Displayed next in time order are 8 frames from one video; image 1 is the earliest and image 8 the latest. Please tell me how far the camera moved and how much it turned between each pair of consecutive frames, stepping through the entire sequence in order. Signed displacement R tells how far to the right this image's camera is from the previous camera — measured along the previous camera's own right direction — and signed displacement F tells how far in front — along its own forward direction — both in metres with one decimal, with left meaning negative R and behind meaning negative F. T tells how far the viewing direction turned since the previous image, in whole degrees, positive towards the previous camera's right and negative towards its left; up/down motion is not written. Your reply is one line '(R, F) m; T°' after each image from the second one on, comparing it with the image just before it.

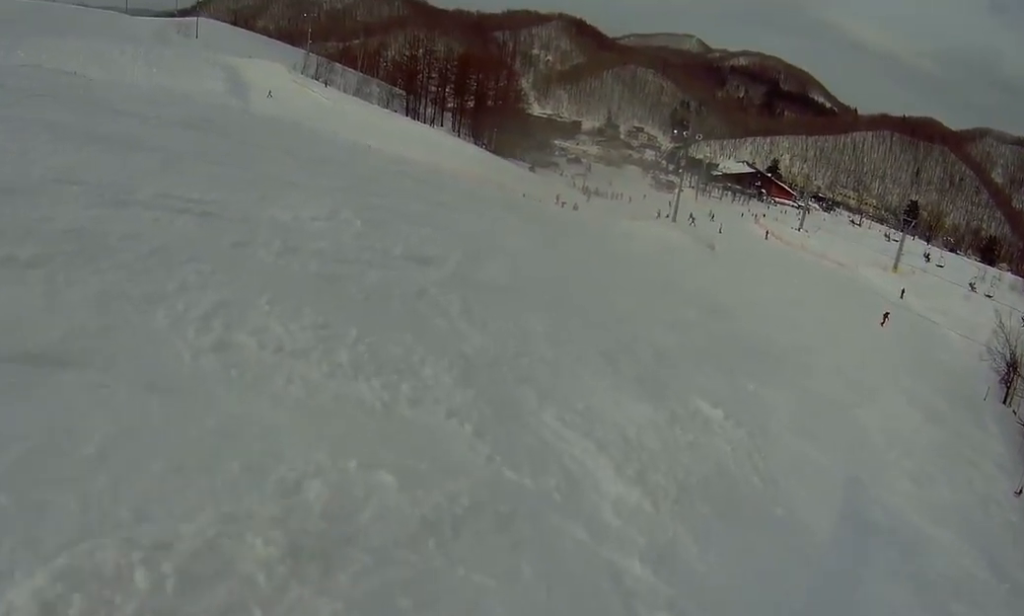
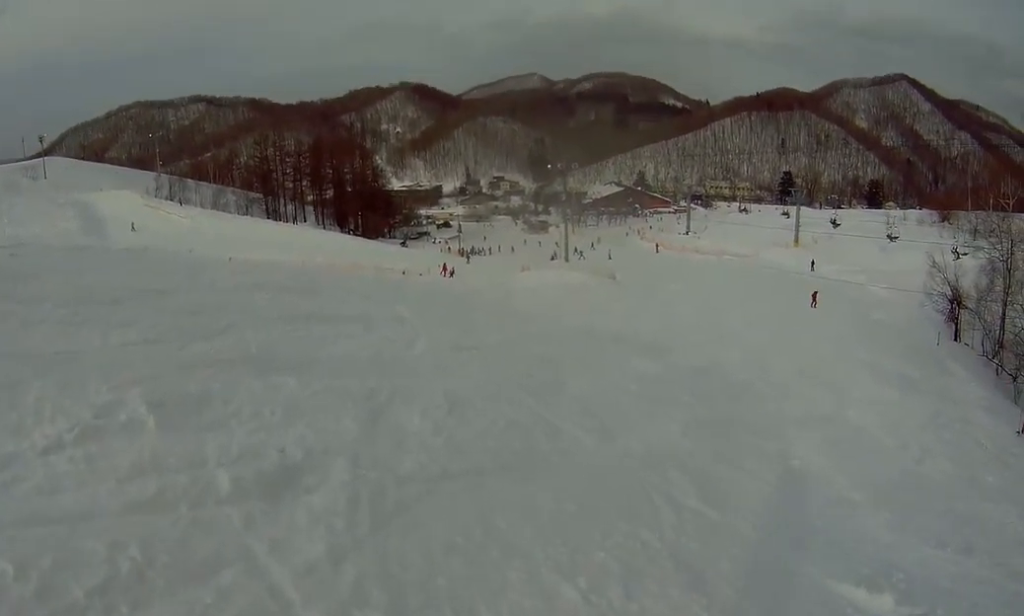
(0.0, +3.9) m; +5°
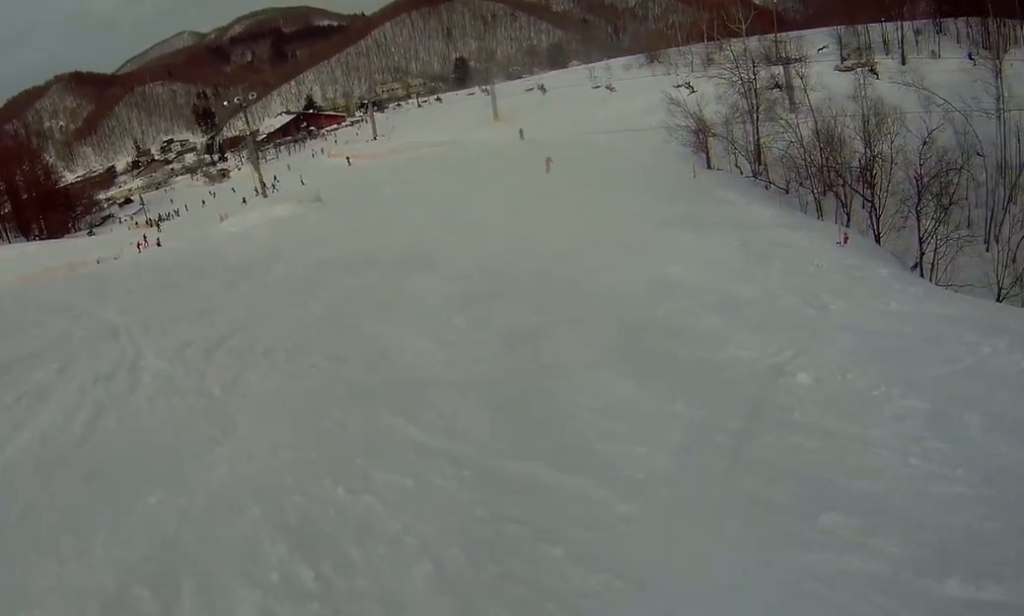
(+0.3, +3.9) m; +12°
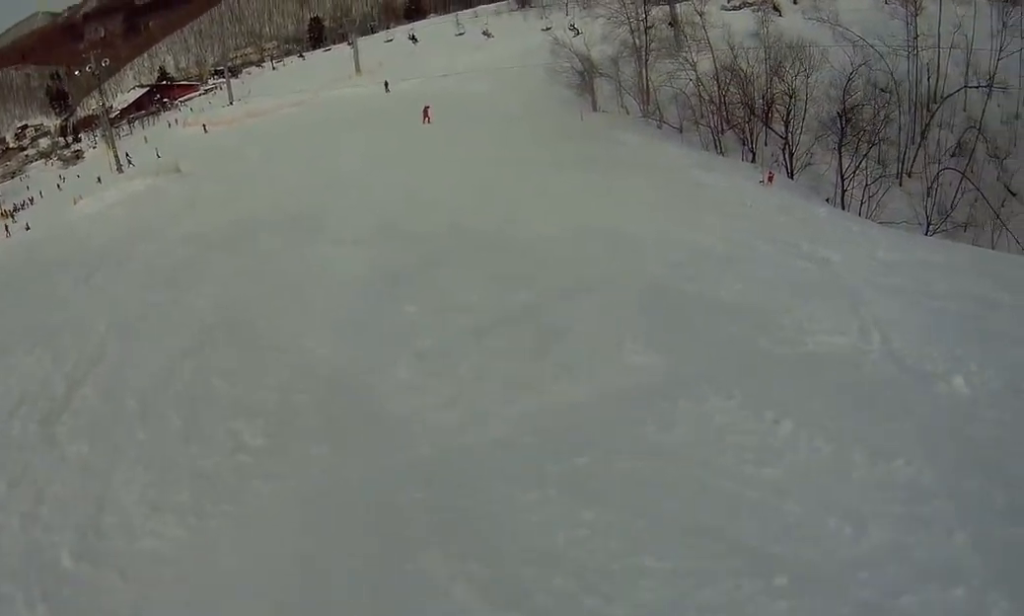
(+0.1, +2.3) m; +9°
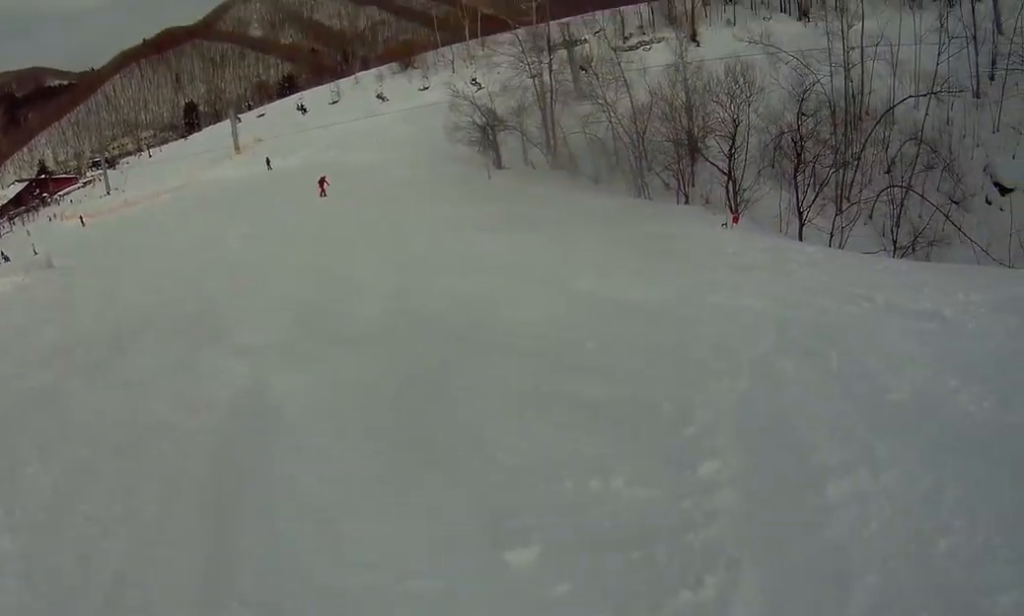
(+0.4, +3.1) m; +11°
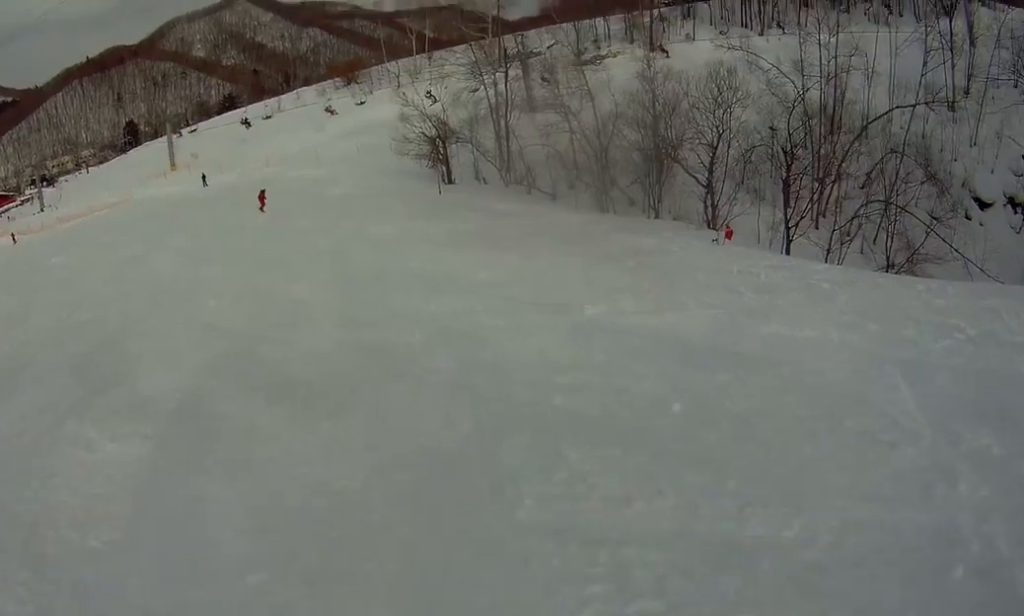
(+0.2, +1.9) m; +7°
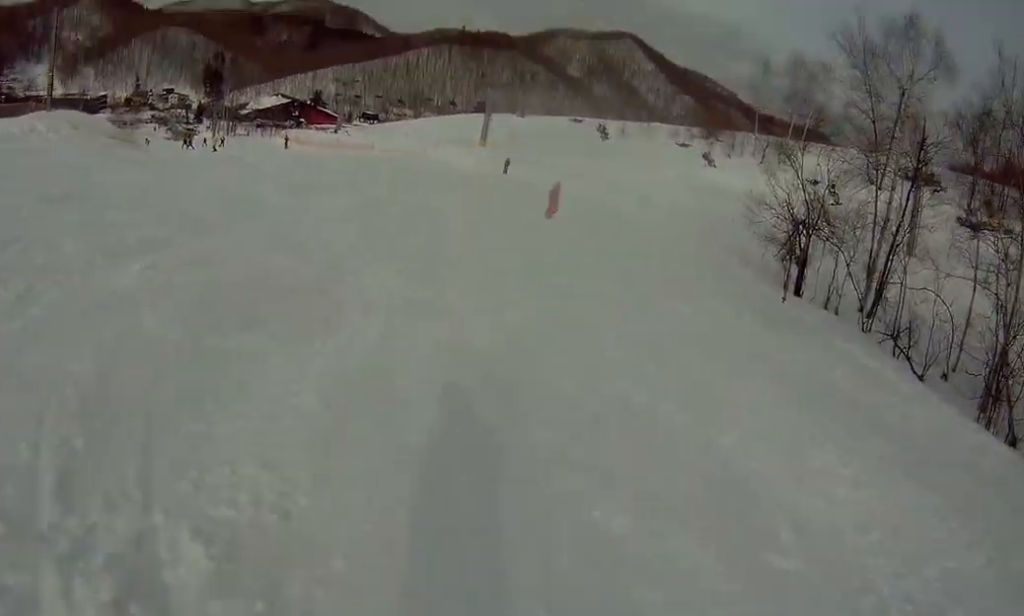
(-0.9, +6.3) m; -23°
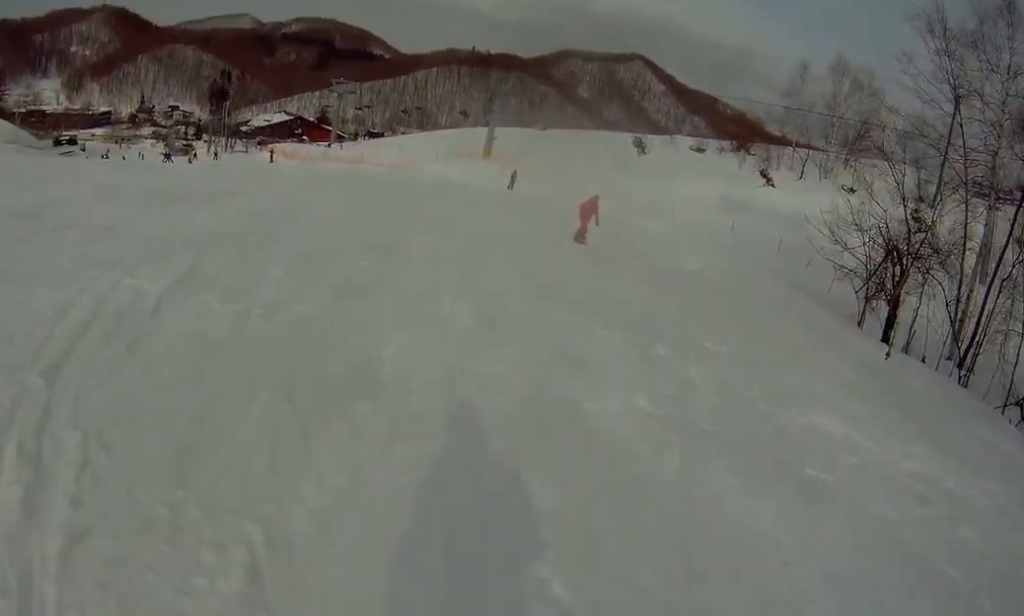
(-0.6, +4.4) m; -4°
